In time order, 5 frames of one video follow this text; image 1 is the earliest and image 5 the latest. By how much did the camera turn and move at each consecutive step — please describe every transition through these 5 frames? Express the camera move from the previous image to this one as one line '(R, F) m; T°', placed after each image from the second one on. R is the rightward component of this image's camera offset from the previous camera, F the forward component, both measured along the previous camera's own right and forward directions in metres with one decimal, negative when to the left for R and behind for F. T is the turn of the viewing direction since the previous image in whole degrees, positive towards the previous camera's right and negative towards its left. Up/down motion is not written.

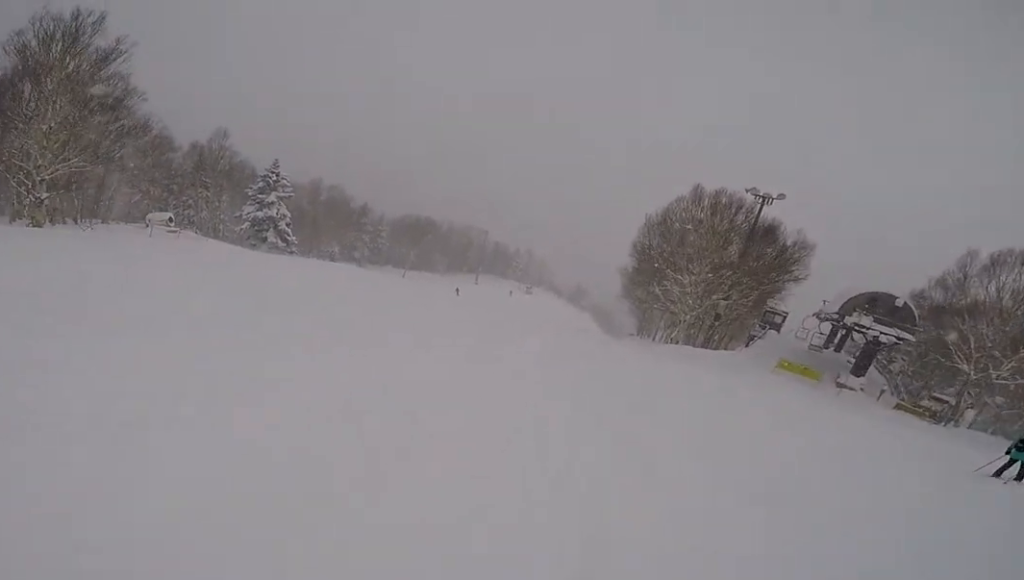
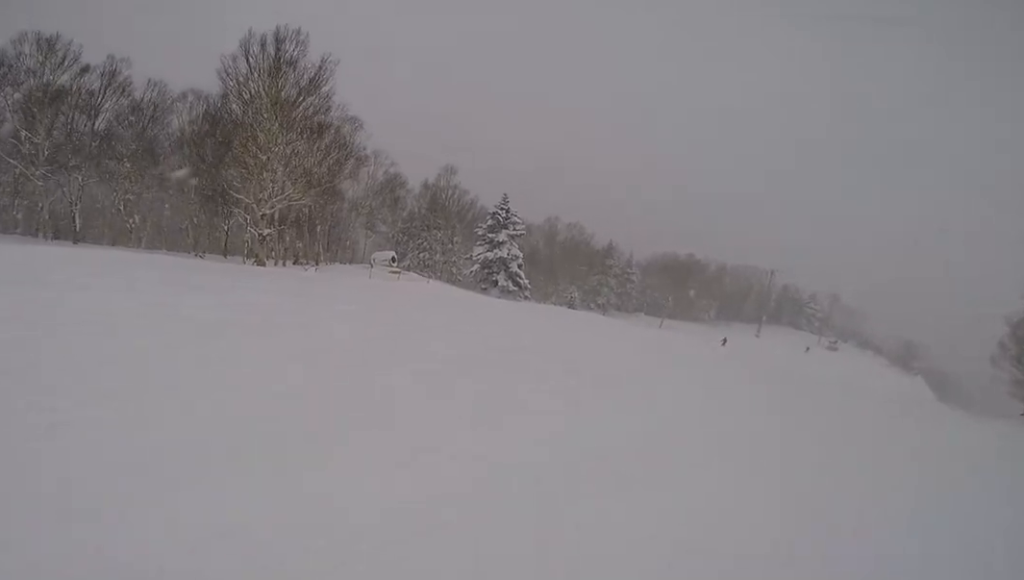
(-1.7, +5.6) m; -30°
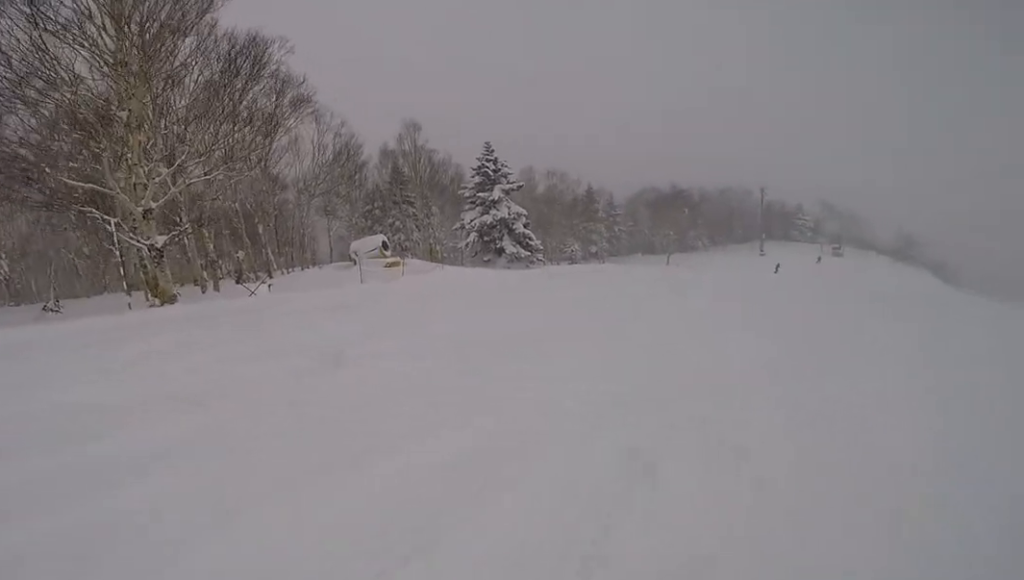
(-3.0, +10.2) m; -10°
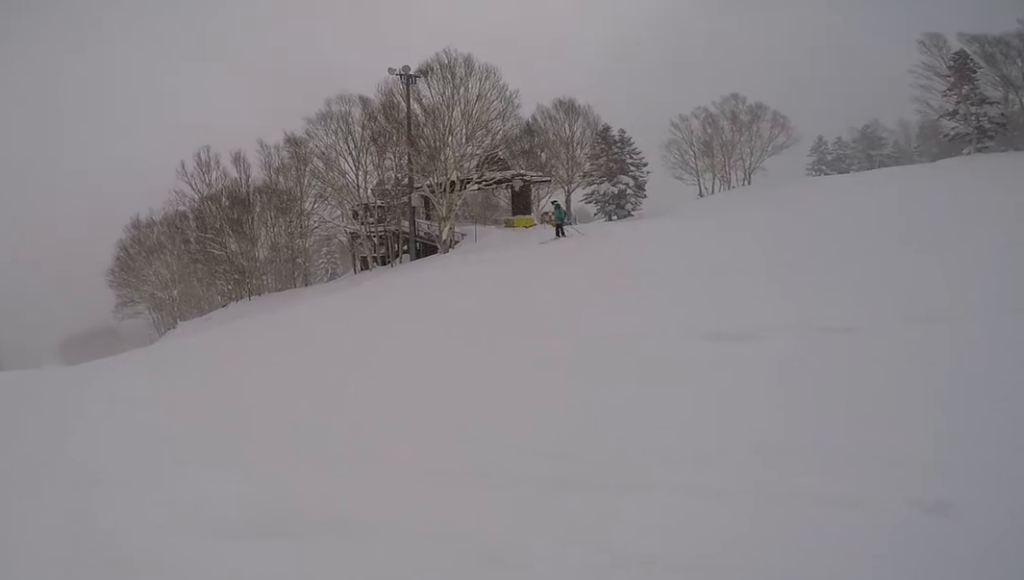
(+6.6, +8.8) m; +80°
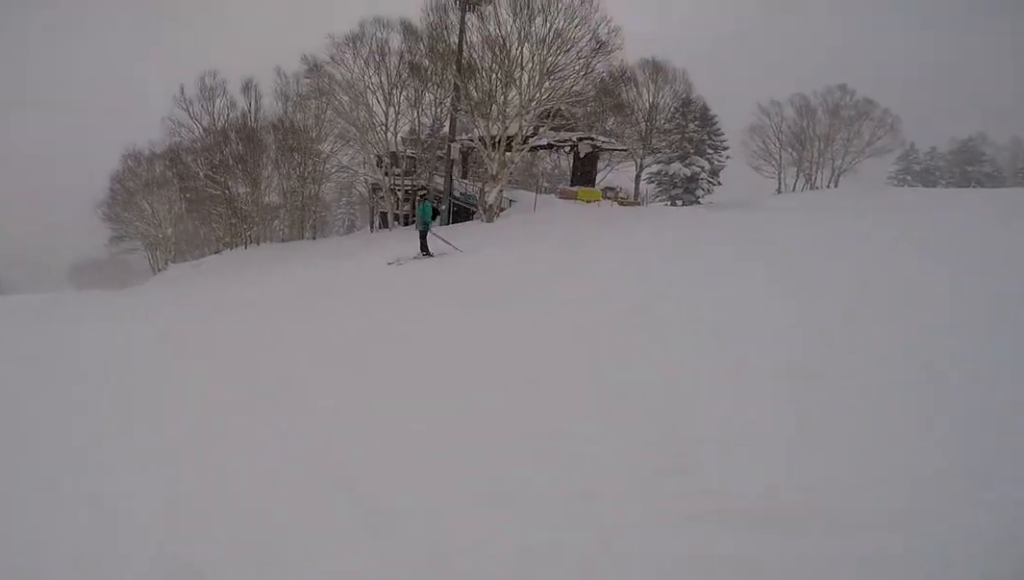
(+1.1, +5.5) m; +12°
